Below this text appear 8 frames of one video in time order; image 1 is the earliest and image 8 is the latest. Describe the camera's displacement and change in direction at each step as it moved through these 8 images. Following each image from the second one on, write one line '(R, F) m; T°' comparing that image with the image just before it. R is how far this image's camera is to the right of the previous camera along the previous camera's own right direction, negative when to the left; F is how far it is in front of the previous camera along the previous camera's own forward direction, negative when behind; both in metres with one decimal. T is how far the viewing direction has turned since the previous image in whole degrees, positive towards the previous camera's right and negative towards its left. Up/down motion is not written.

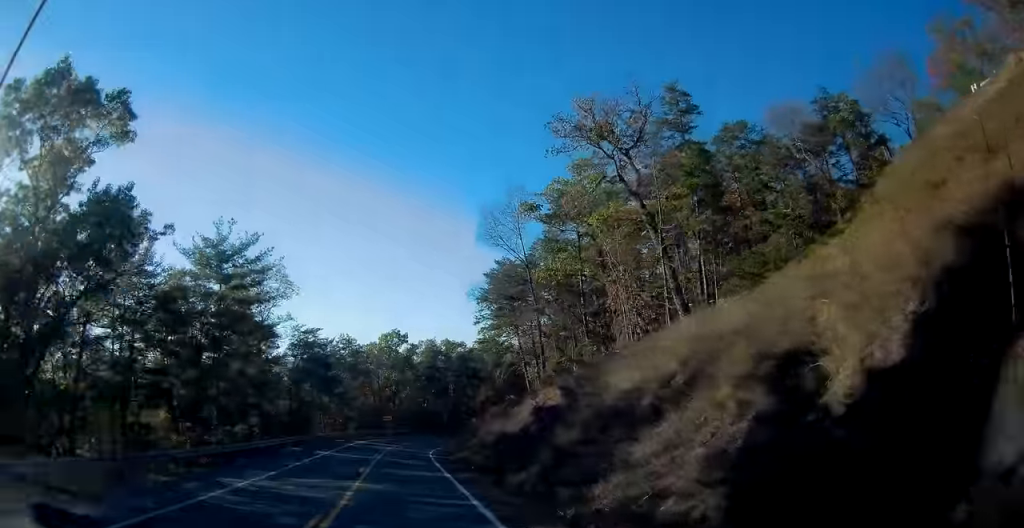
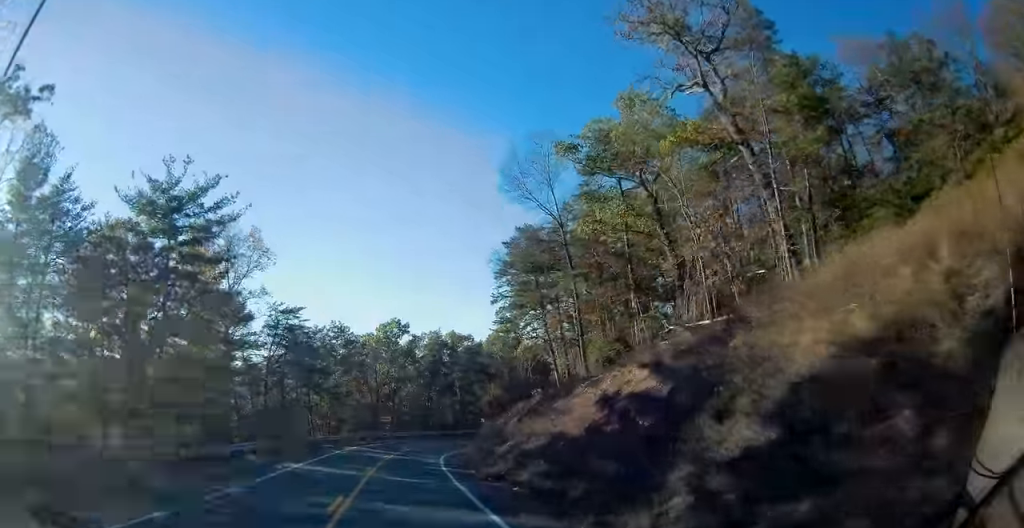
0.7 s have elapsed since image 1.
(+0.1, +11.4) m; 0°
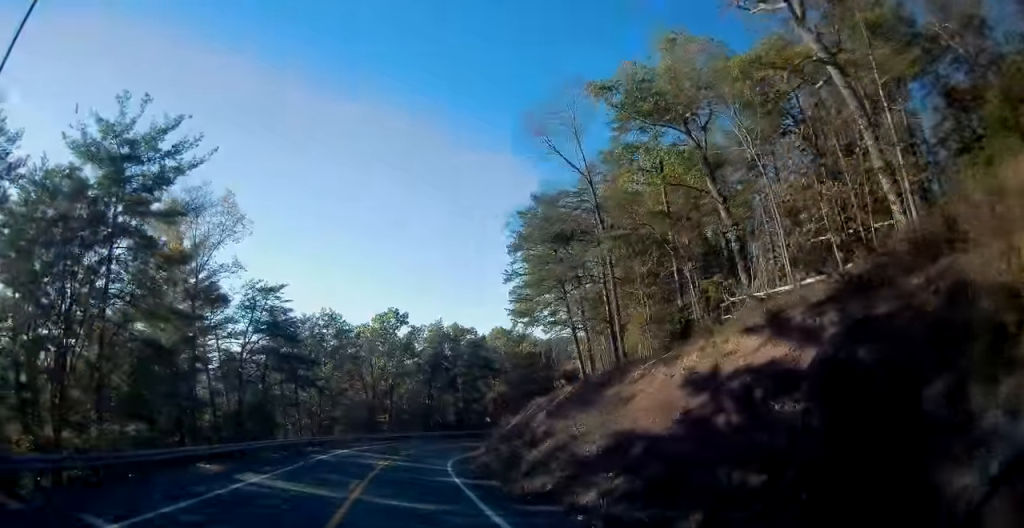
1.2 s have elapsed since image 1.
(0.0, +7.5) m; 0°
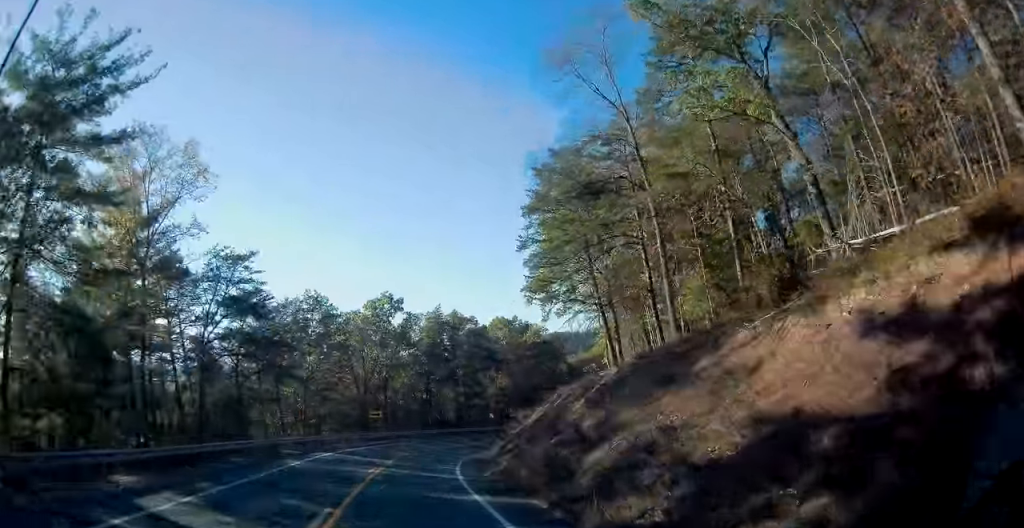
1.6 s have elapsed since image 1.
(0.0, +7.2) m; 0°
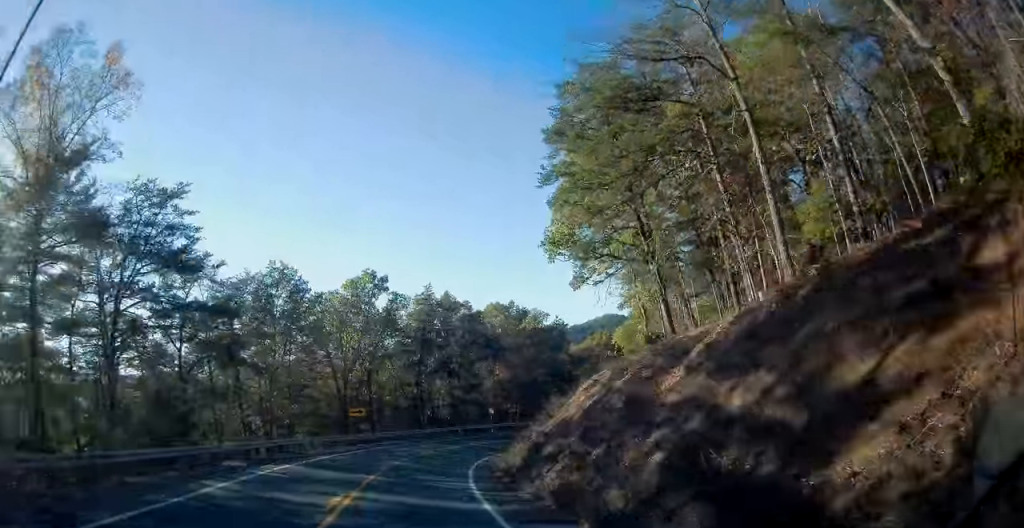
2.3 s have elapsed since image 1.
(0.0, +9.7) m; 0°
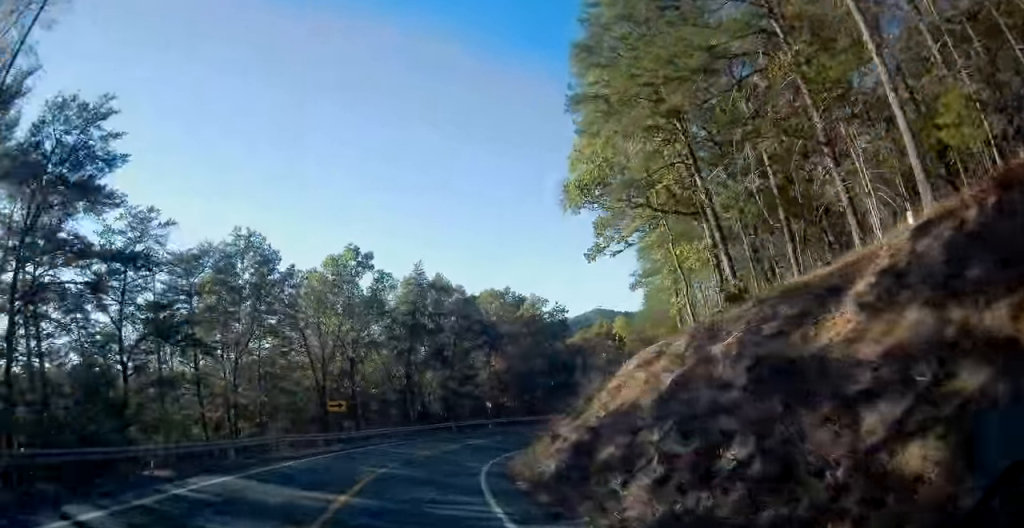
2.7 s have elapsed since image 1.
(-0.1, +7.1) m; +1°
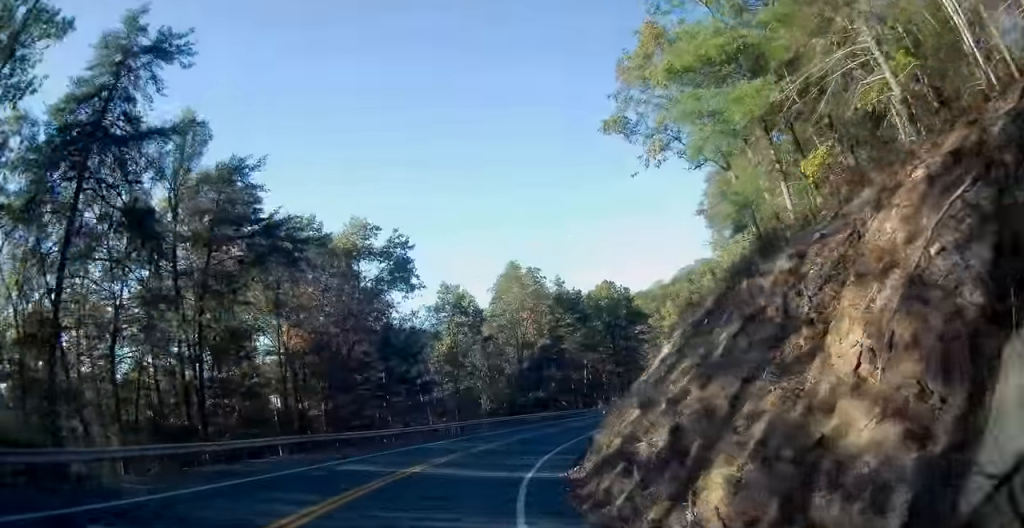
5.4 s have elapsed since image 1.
(+4.2, +37.6) m; +16°
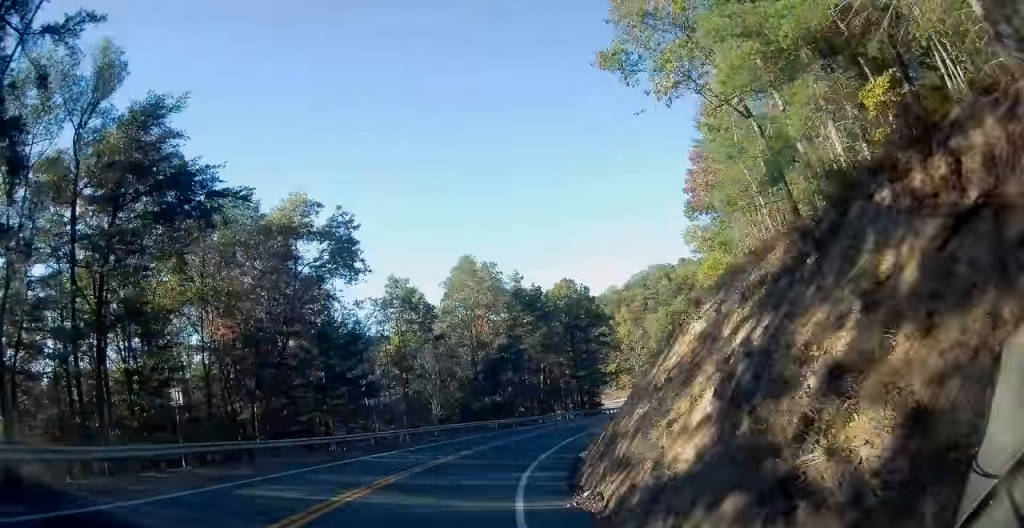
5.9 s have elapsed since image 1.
(+0.1, +6.0) m; +4°
